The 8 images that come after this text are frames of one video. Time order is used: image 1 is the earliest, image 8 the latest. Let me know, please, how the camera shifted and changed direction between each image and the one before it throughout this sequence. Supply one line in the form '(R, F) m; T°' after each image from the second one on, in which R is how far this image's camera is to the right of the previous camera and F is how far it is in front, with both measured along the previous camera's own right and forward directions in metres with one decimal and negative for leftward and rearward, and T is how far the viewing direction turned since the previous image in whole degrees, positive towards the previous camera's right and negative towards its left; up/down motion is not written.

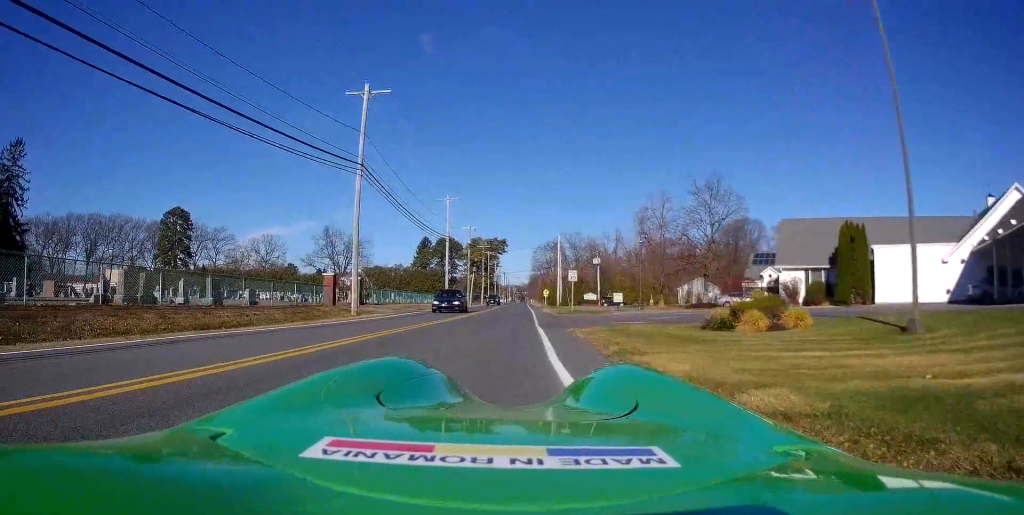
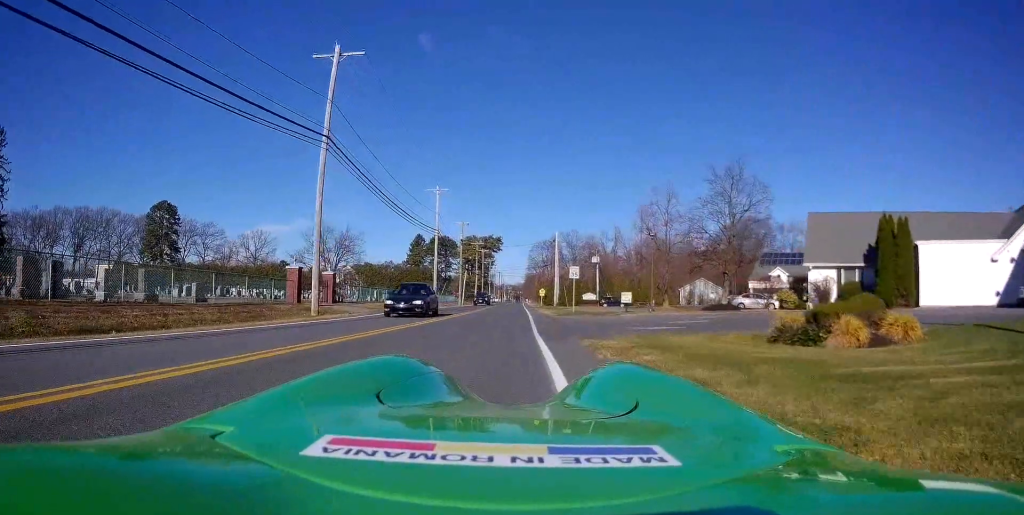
(-0.1, +5.2) m; 0°
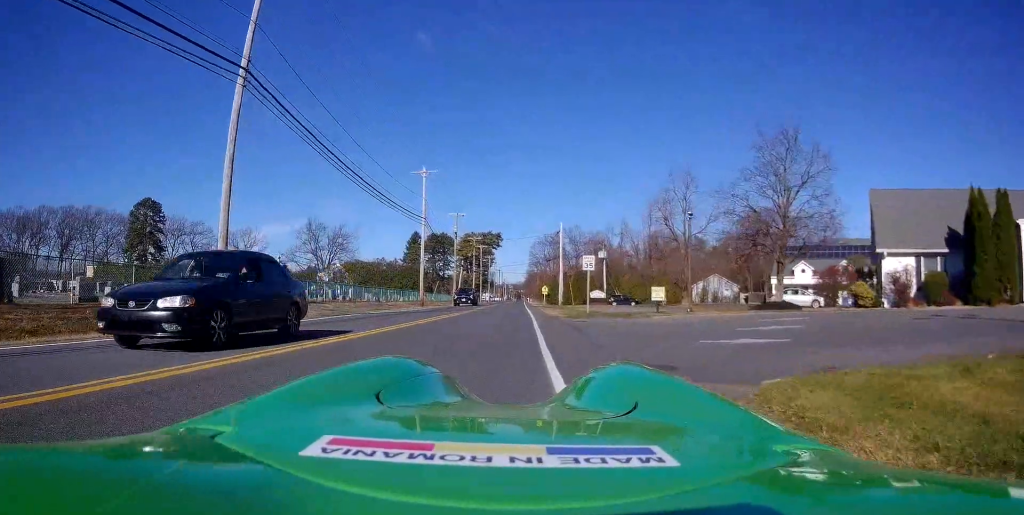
(+0.3, +8.1) m; +2°
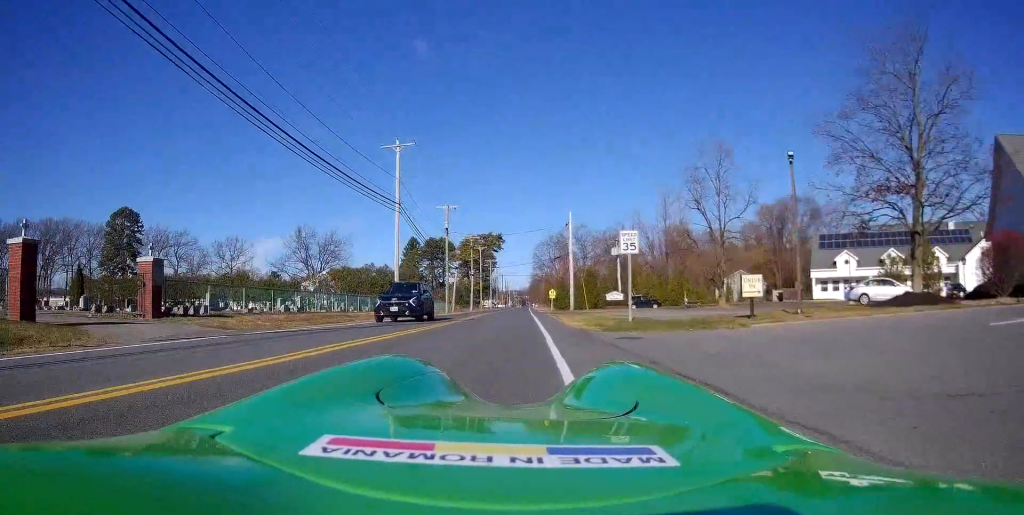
(0.0, +11.3) m; 0°
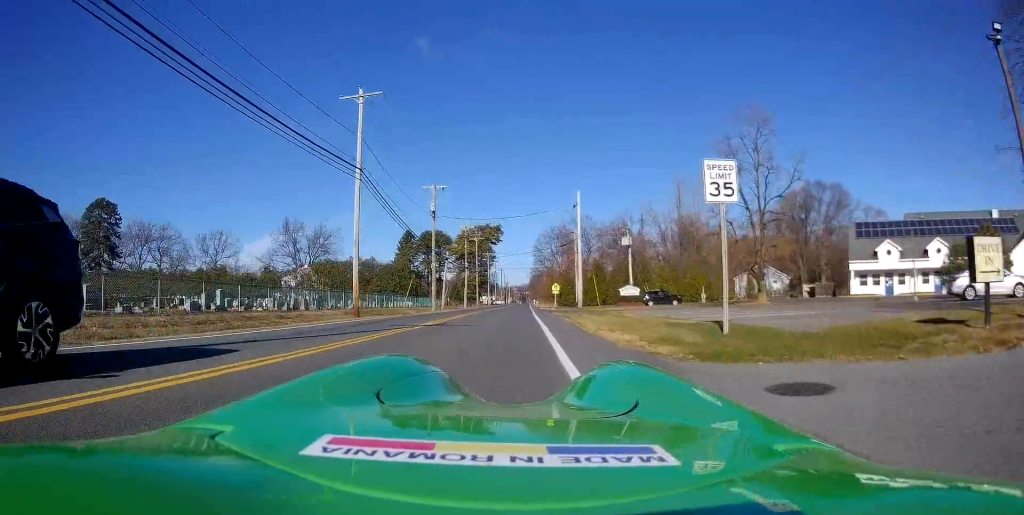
(0.0, +9.3) m; 0°
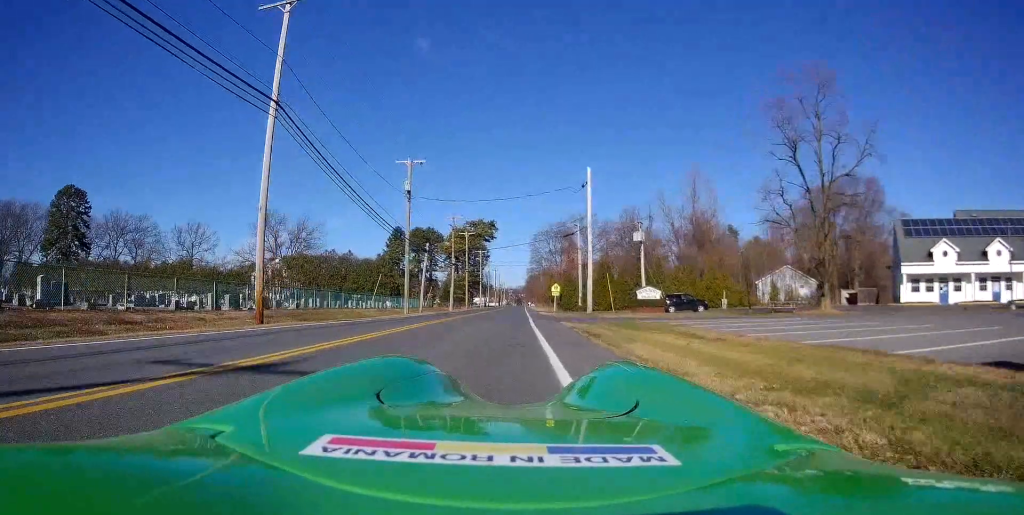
(+0.1, +10.7) m; 0°
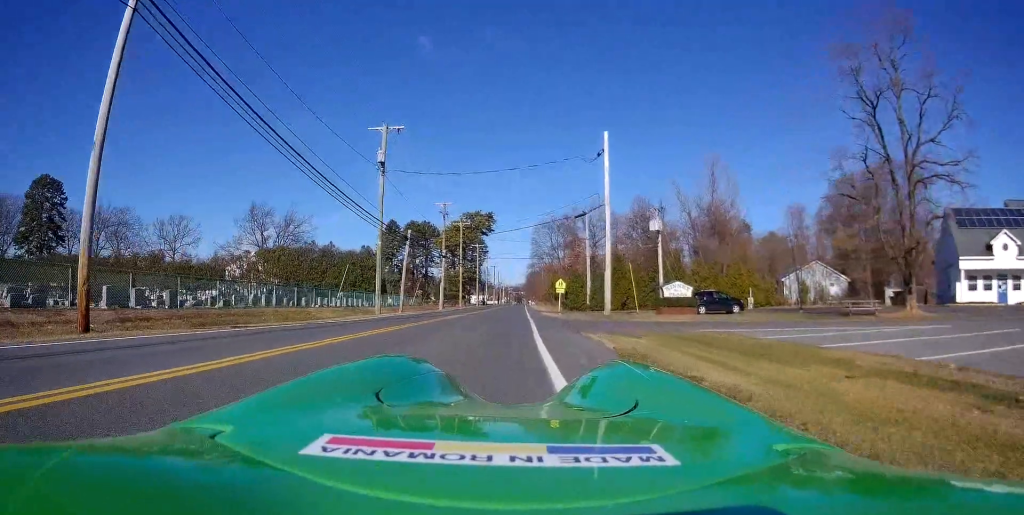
(-0.1, +8.8) m; 0°
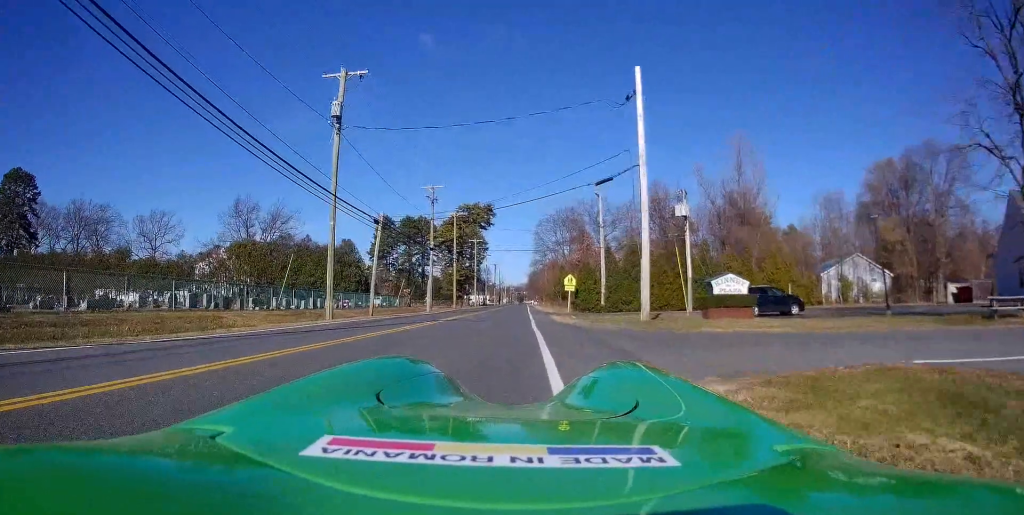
(0.0, +9.4) m; 0°
